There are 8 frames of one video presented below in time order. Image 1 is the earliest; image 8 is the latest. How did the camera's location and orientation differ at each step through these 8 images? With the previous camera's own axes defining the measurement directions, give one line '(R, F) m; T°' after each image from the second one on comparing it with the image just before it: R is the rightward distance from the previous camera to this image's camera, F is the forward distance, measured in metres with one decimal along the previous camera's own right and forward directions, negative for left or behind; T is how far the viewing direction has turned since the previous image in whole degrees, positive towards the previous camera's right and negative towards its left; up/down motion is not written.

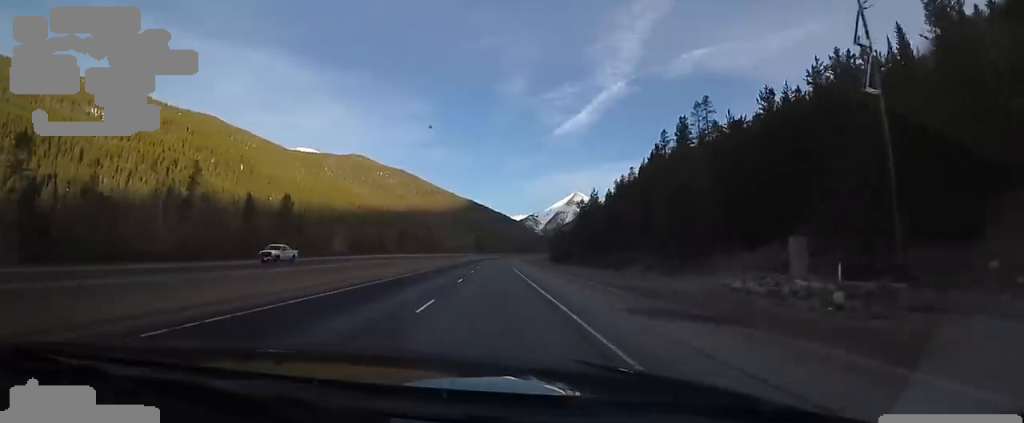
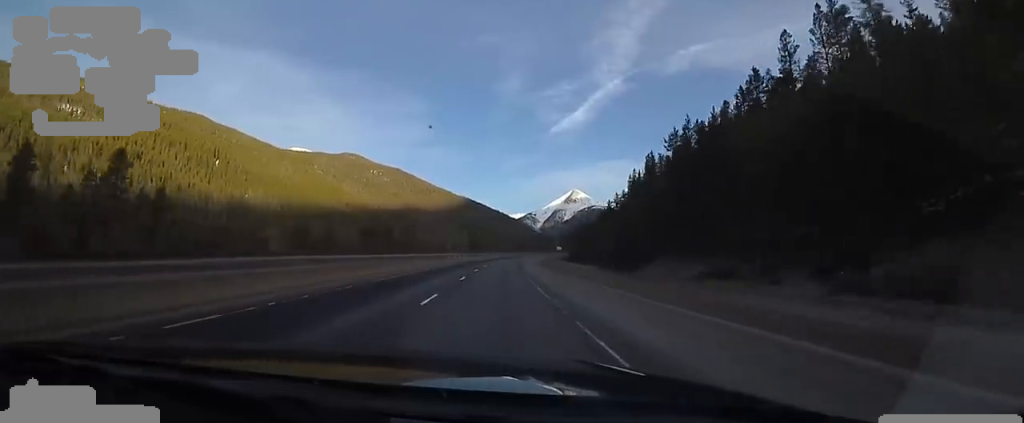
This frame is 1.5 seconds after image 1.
(+0.3, +47.1) m; 0°
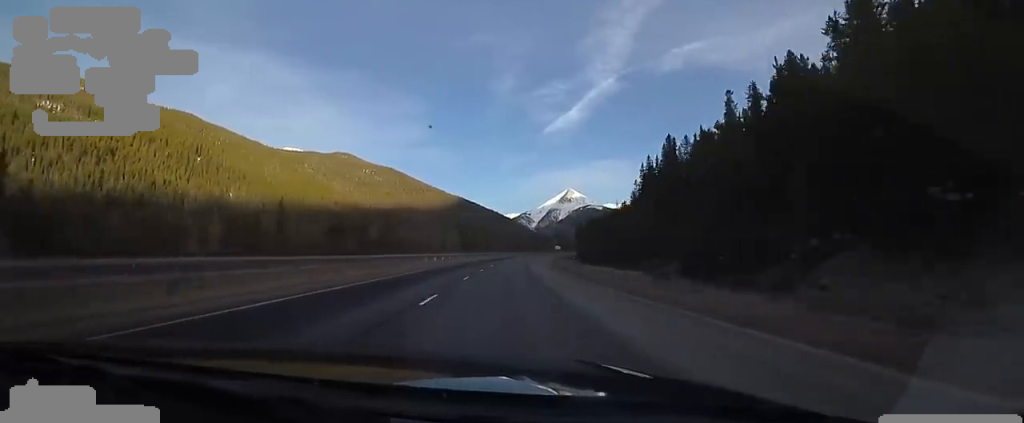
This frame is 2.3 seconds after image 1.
(0.0, +24.1) m; 0°
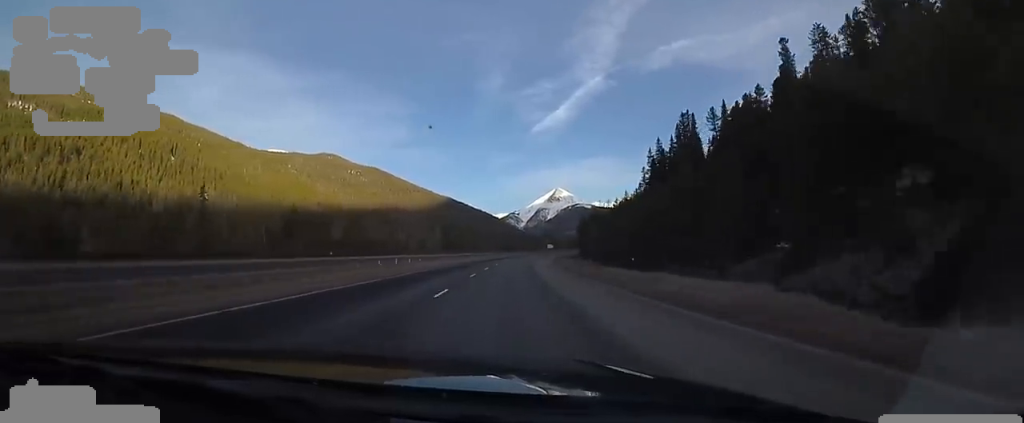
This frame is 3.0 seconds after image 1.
(-0.1, +22.1) m; +2°
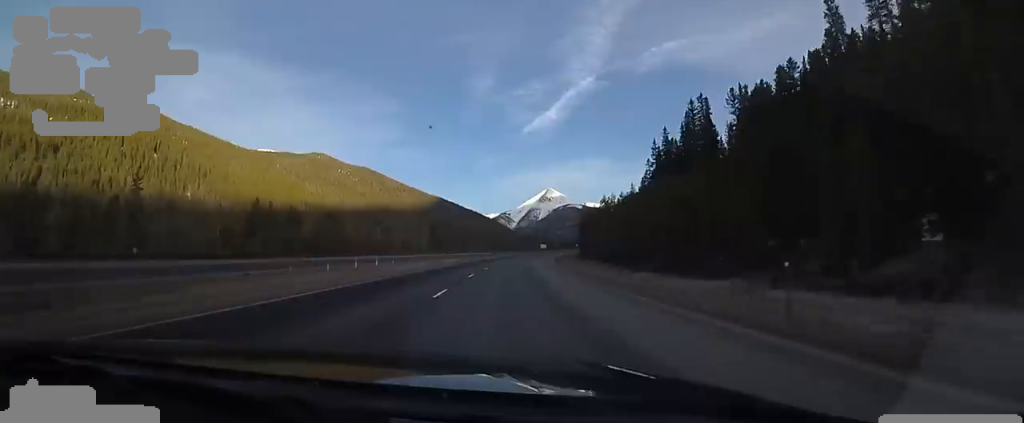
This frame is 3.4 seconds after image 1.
(+0.2, +12.6) m; +1°
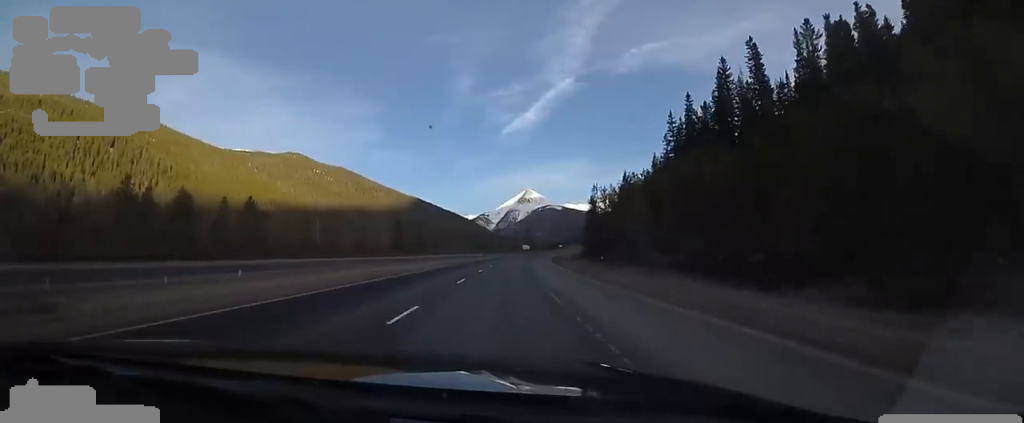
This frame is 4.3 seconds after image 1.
(+1.1, +29.4) m; +2°
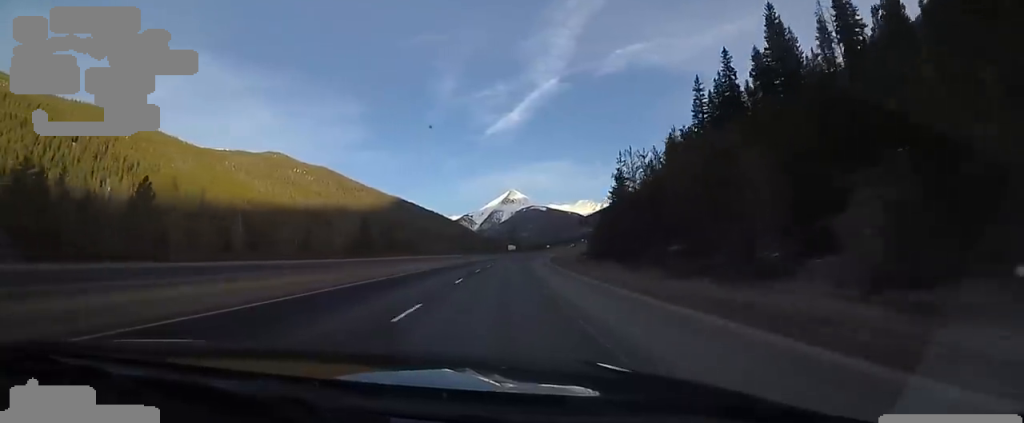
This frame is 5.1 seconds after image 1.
(+0.3, +25.0) m; 0°
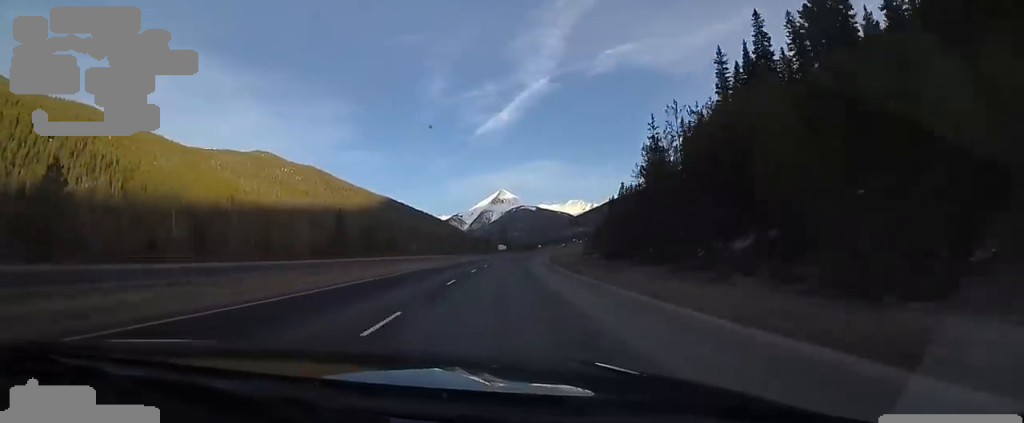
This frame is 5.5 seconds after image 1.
(-0.1, +13.6) m; +1°
